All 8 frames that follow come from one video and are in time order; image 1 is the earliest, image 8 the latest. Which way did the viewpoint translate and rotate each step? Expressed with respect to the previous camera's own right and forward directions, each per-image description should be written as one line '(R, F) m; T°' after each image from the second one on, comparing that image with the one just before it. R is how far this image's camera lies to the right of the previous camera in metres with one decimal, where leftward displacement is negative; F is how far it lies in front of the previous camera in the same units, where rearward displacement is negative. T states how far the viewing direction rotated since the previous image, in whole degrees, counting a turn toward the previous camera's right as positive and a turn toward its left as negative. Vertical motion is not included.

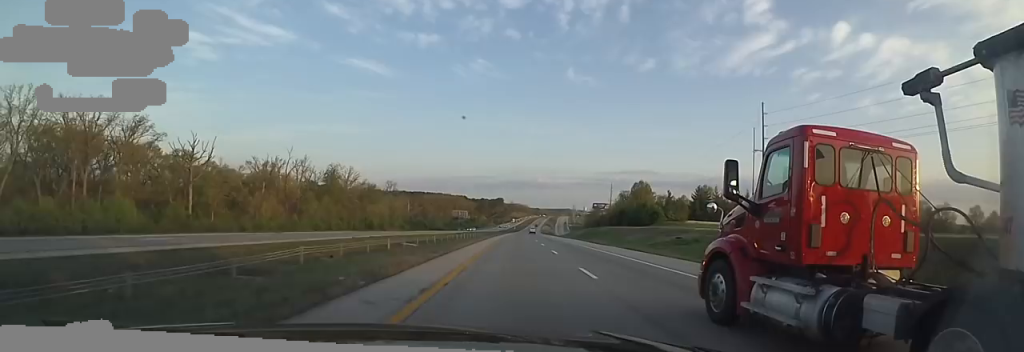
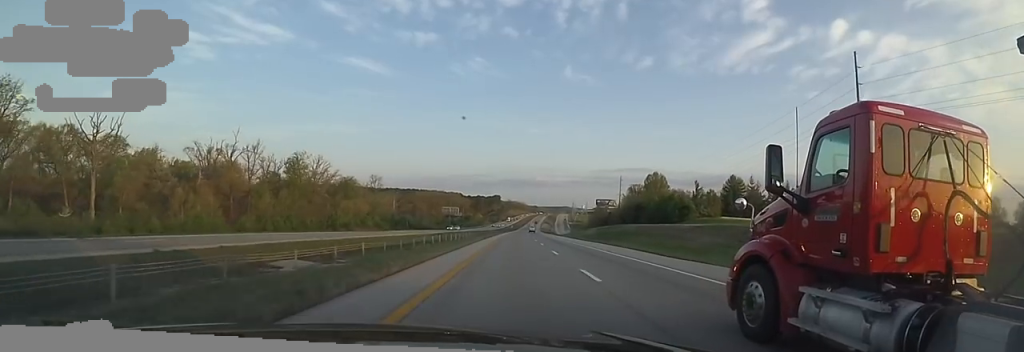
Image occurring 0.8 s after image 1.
(-0.2, +25.2) m; 0°
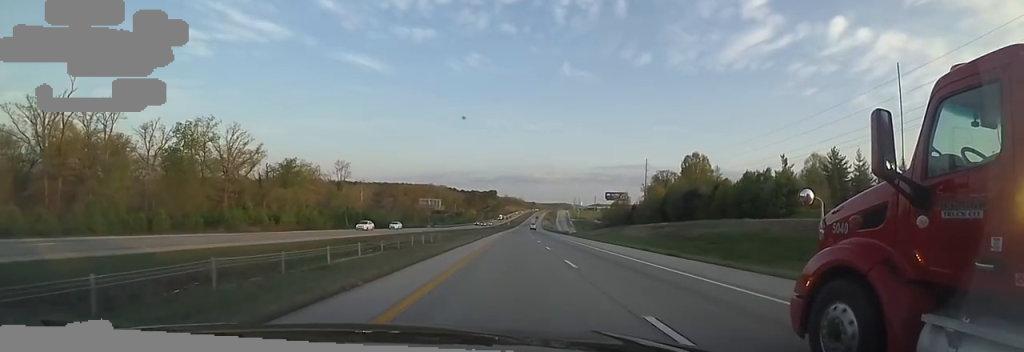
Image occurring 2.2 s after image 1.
(+0.3, +44.1) m; 0°
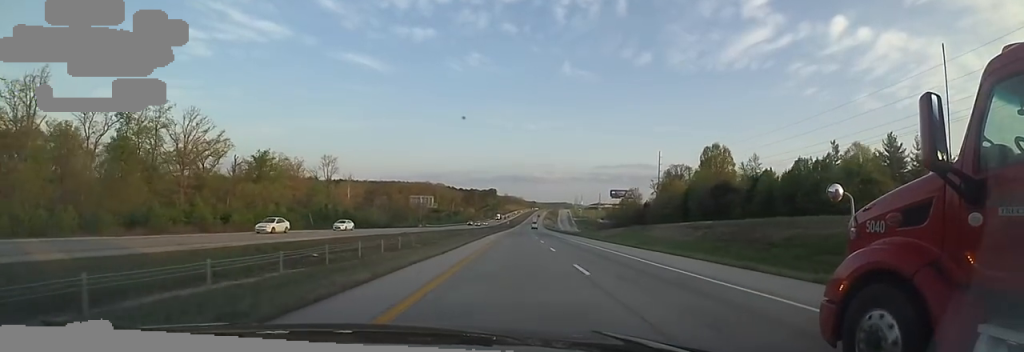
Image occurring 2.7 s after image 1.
(-0.2, +14.7) m; 0°
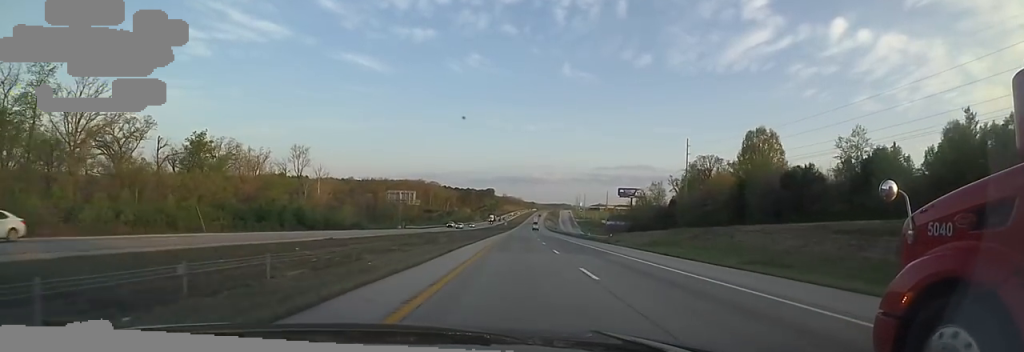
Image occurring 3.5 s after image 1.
(-0.4, +25.2) m; 0°
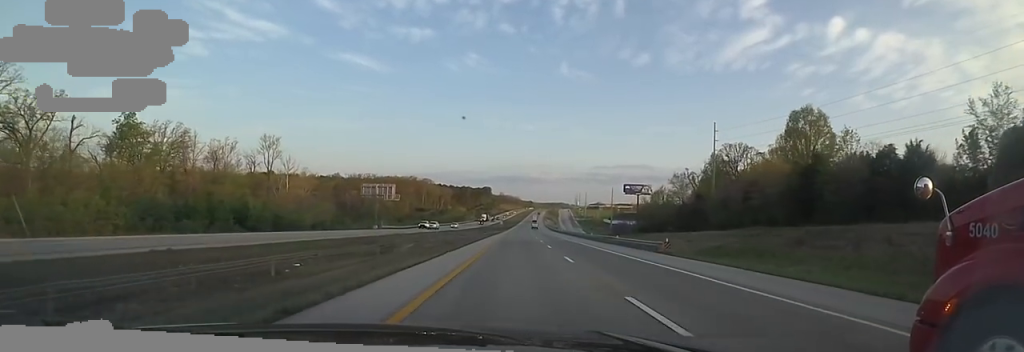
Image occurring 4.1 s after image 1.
(+0.5, +18.9) m; 0°
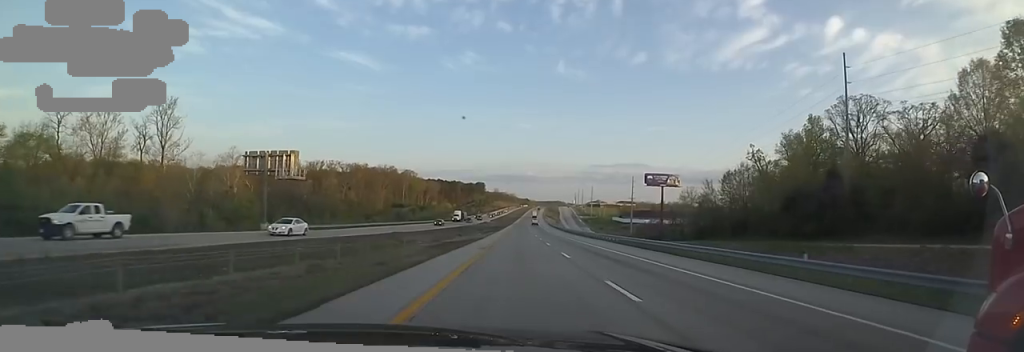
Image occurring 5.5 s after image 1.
(-0.4, +46.8) m; 0°
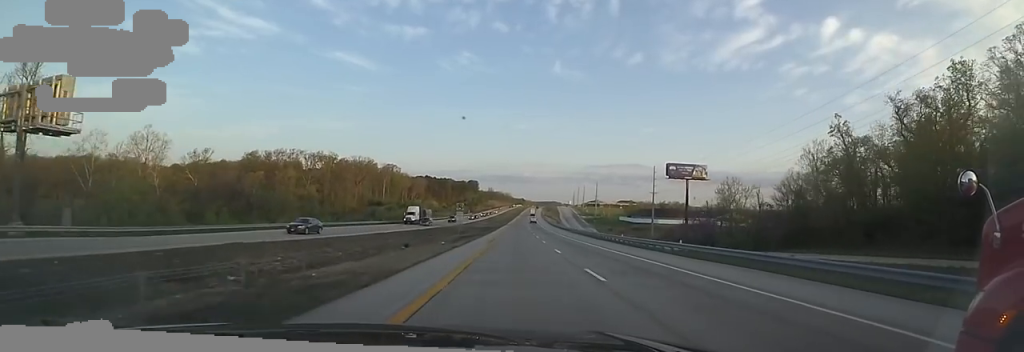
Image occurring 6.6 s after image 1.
(+0.8, +34.4) m; +1°
